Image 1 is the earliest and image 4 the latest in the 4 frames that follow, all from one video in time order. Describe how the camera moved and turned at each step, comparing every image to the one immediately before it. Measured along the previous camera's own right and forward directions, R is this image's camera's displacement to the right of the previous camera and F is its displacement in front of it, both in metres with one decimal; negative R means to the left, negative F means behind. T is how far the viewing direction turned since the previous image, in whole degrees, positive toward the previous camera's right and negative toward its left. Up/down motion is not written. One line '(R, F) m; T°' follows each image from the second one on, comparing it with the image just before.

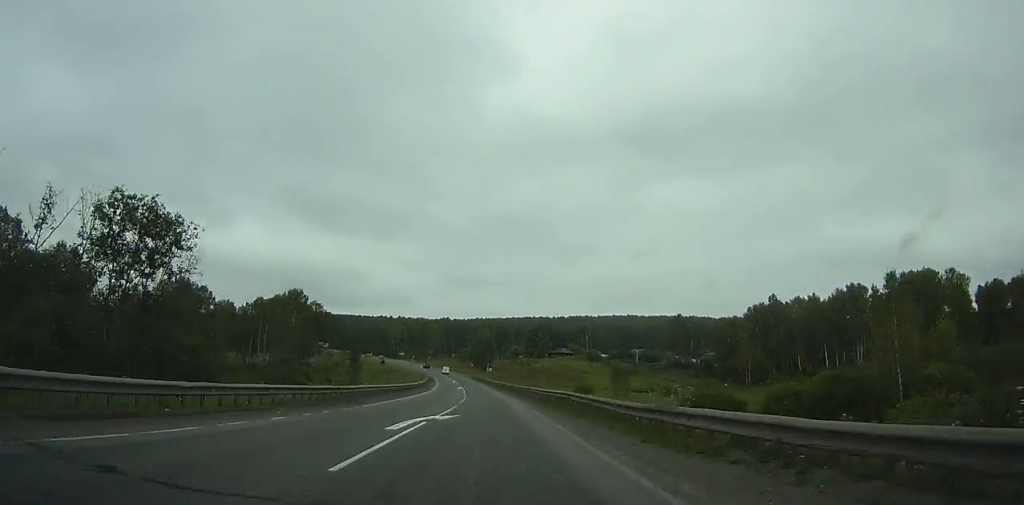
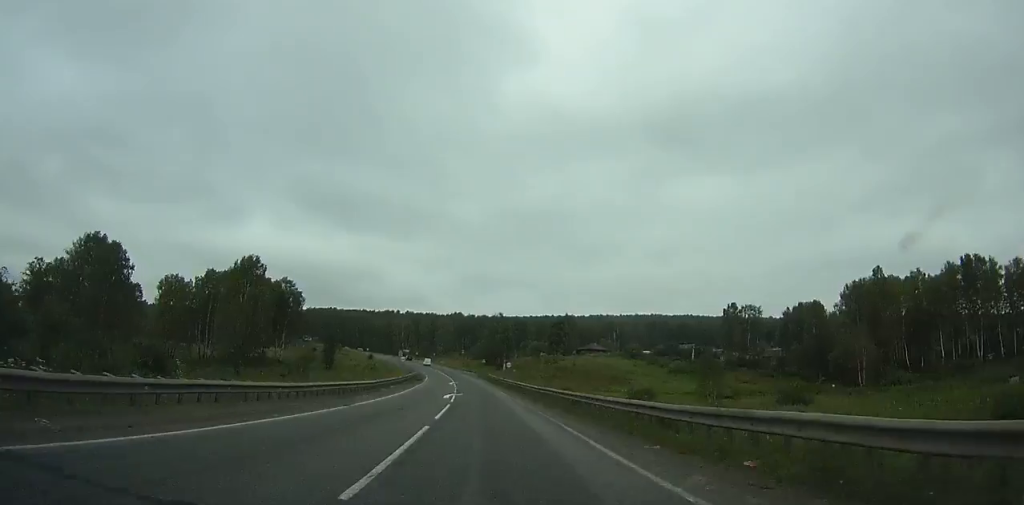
(-0.5, +38.5) m; -2°
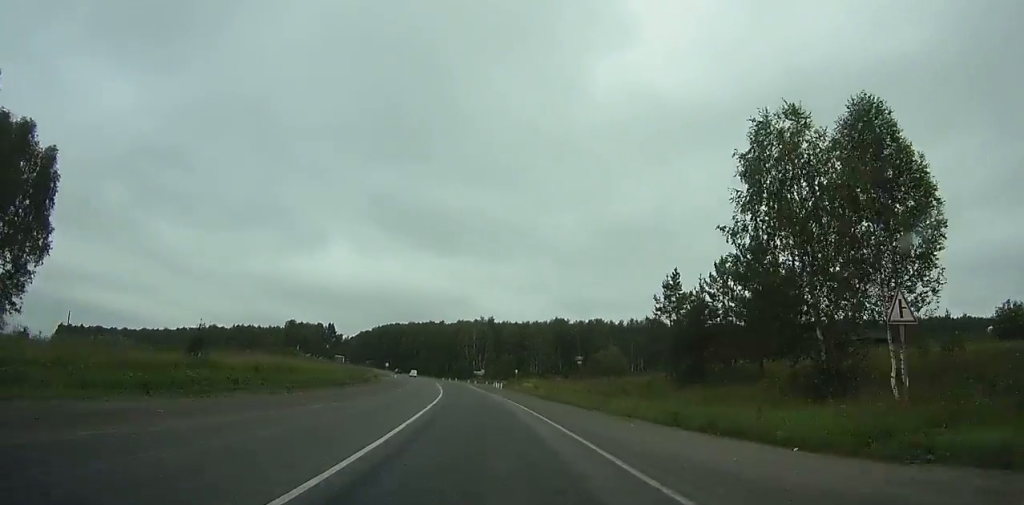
(-6.6, +112.1) m; -8°
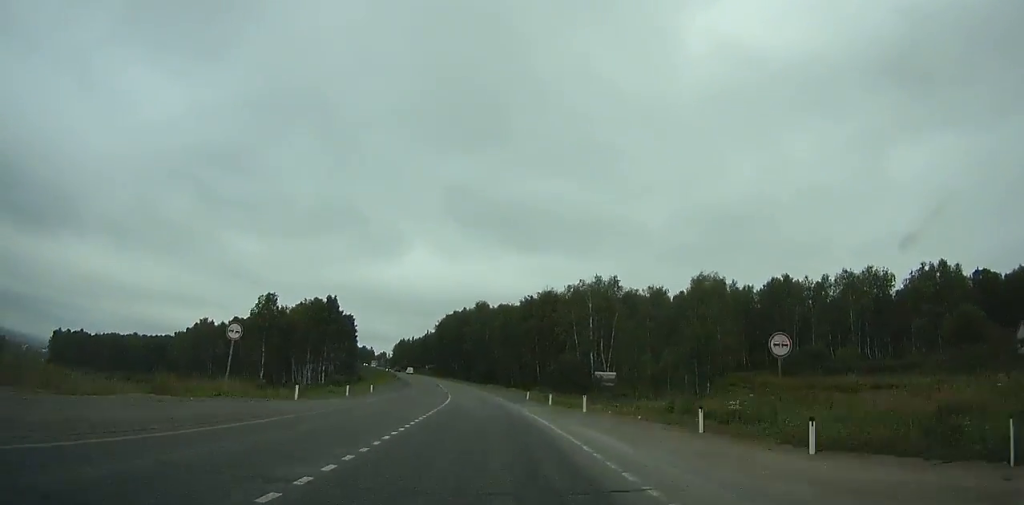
(-7.5, +96.0) m; -1°
